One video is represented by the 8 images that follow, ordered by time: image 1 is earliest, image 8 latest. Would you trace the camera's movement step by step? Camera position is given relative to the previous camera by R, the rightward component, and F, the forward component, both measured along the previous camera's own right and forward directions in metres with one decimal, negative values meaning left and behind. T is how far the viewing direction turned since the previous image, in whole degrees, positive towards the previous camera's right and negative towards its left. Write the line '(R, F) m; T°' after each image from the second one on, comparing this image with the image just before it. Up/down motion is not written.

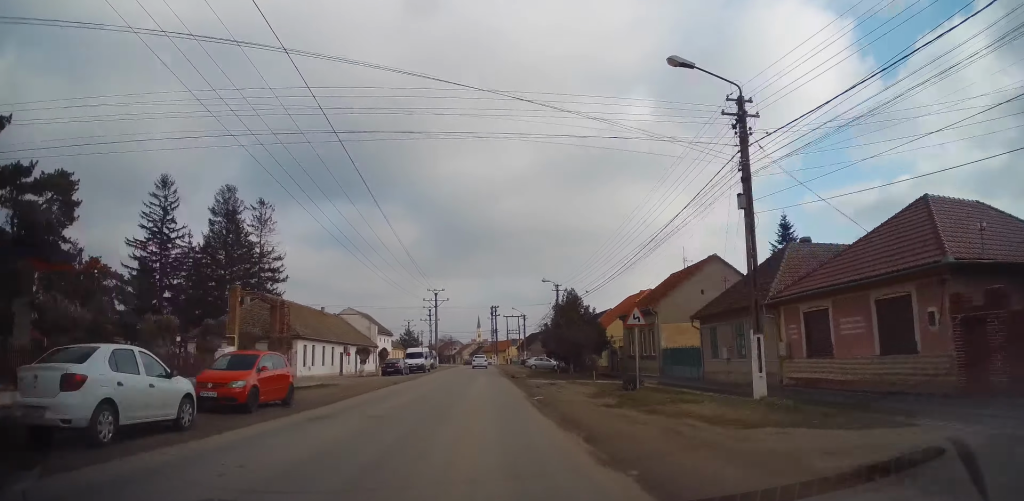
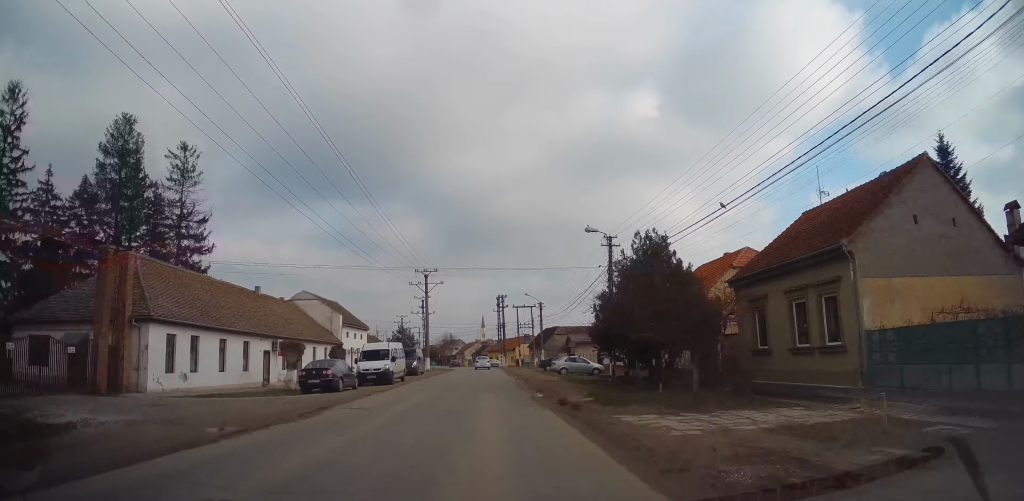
(+0.1, +20.0) m; 0°
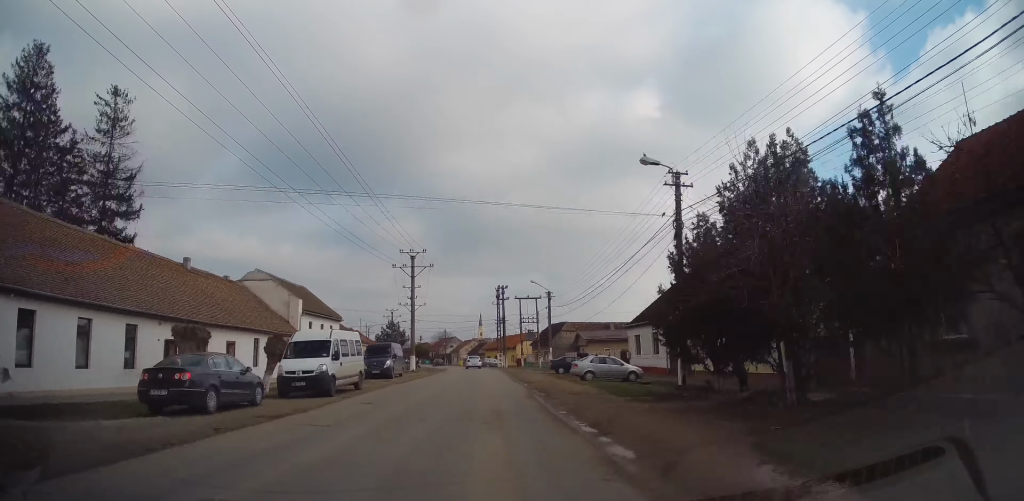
(0.0, +11.2) m; 0°
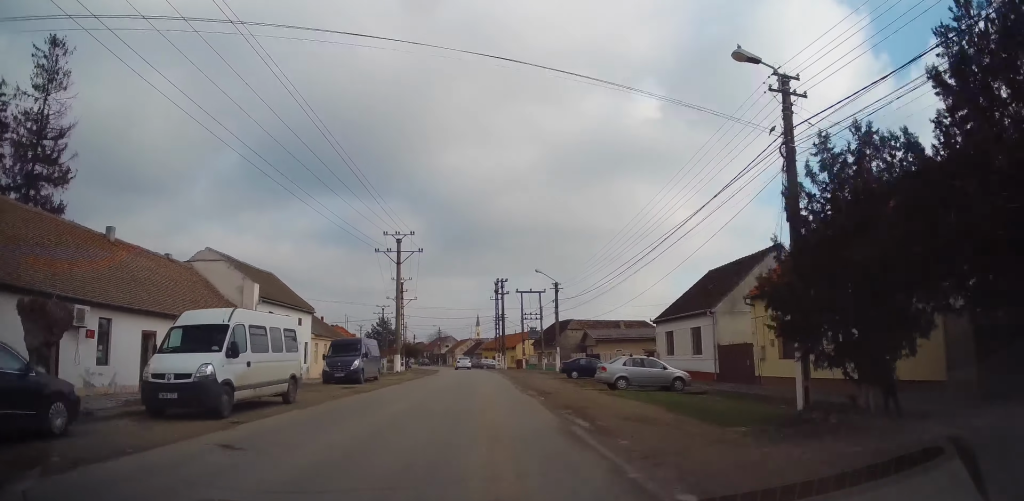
(+0.1, +7.9) m; 0°
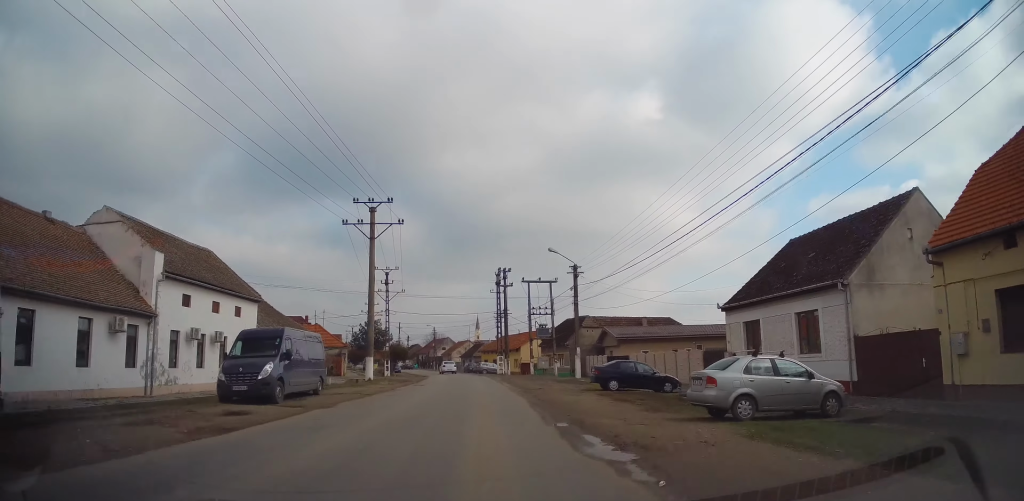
(-0.1, +11.0) m; -1°
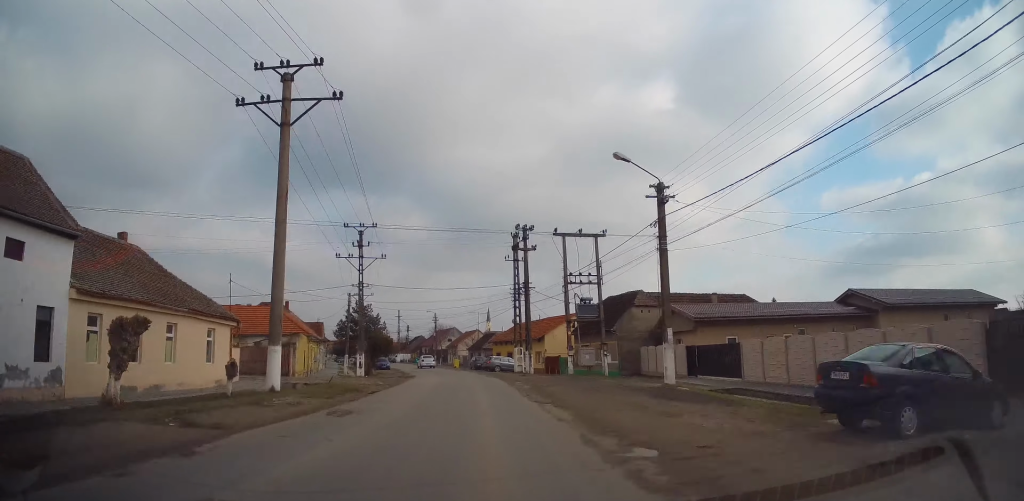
(-0.2, +17.9) m; 0°
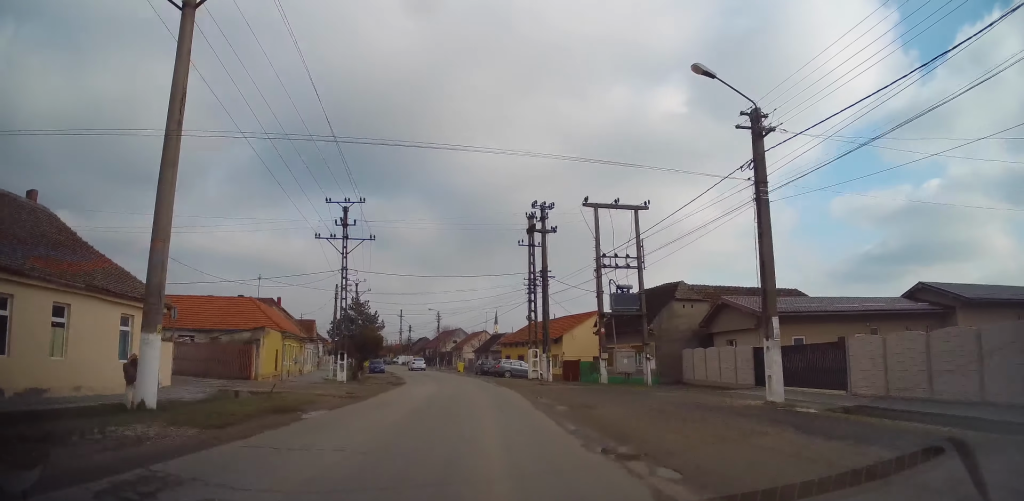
(0.0, +7.8) m; 0°
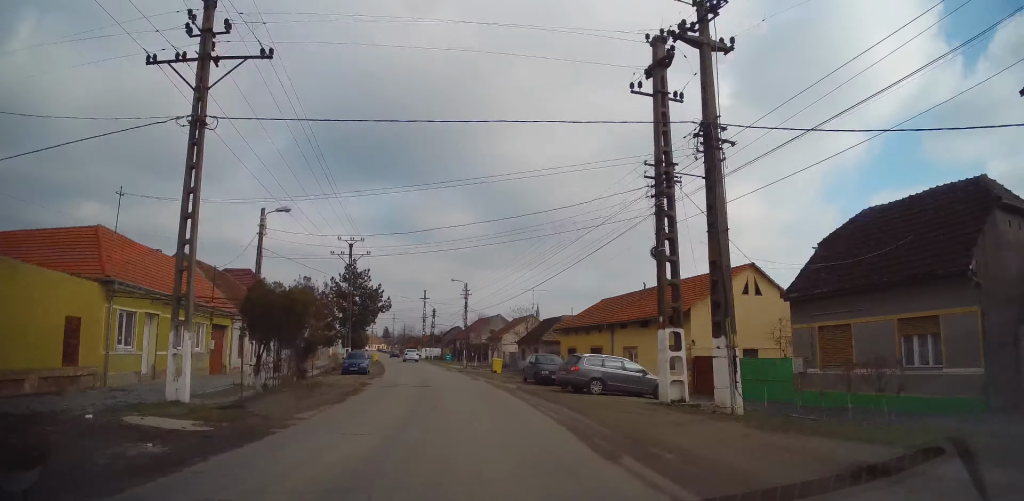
(-0.5, +23.2) m; -4°
